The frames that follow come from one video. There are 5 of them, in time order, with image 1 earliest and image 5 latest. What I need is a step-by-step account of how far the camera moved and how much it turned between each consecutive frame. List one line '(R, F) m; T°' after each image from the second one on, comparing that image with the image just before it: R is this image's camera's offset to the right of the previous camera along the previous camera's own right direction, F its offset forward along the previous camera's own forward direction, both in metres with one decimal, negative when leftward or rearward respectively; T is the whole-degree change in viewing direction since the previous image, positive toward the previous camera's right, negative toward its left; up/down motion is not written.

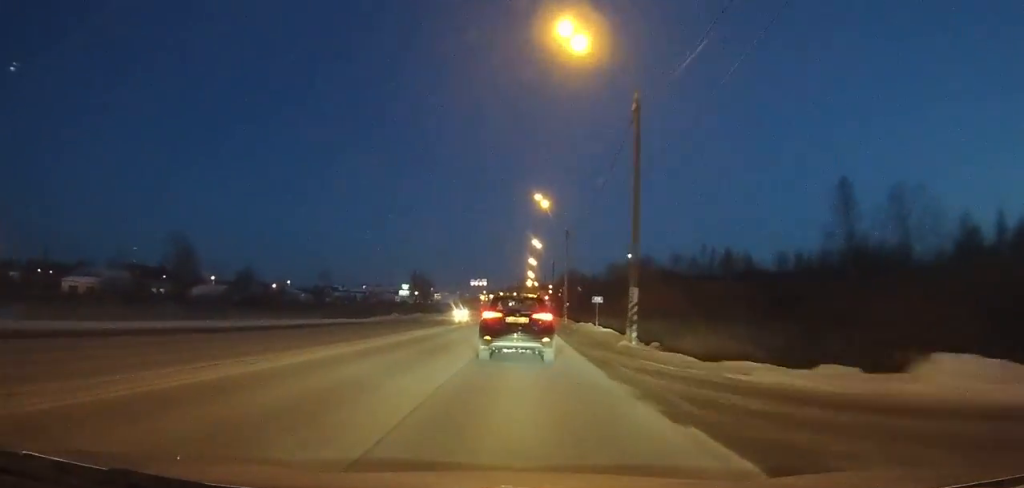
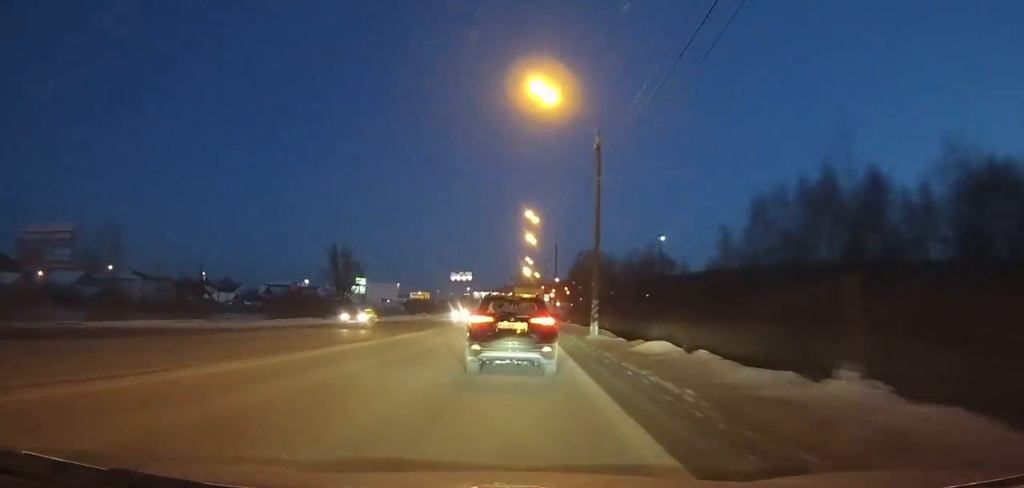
(+0.9, +93.5) m; +1°
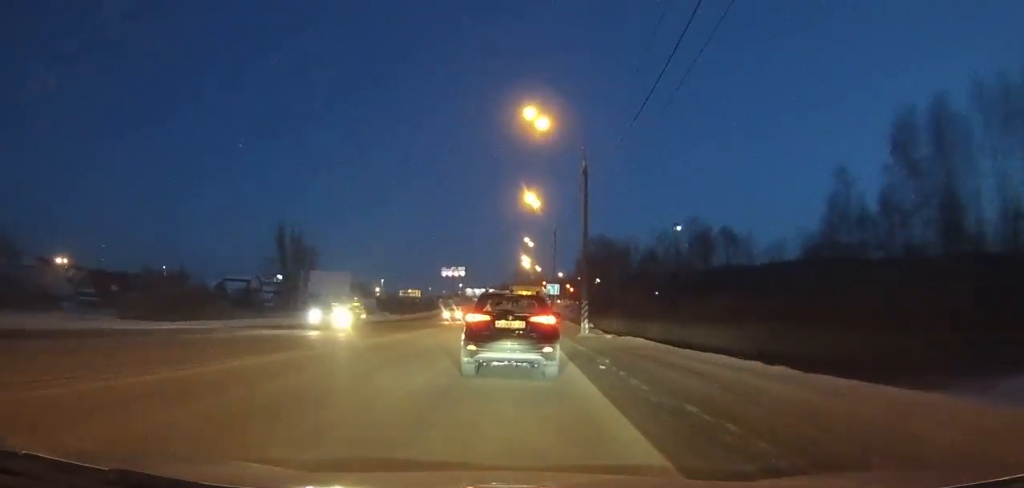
(0.0, +28.4) m; 0°
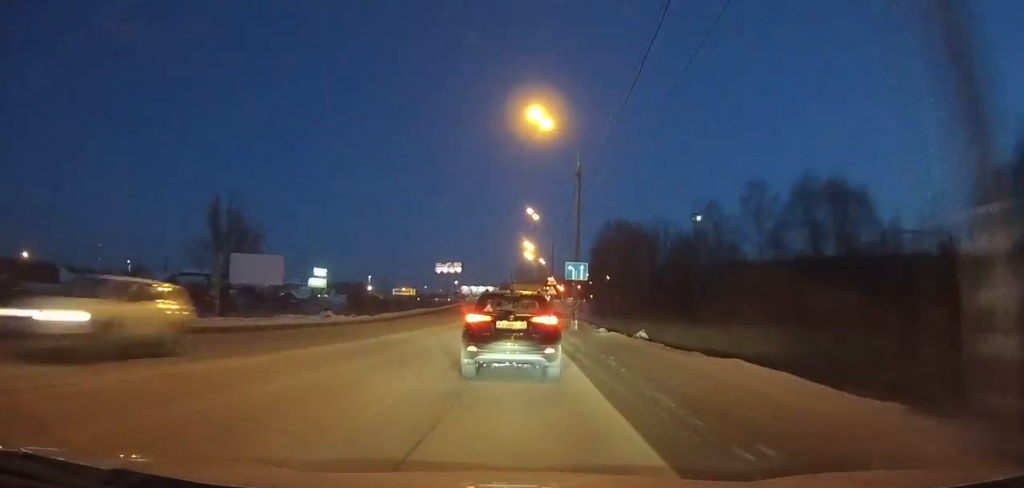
(0.0, +24.7) m; 0°
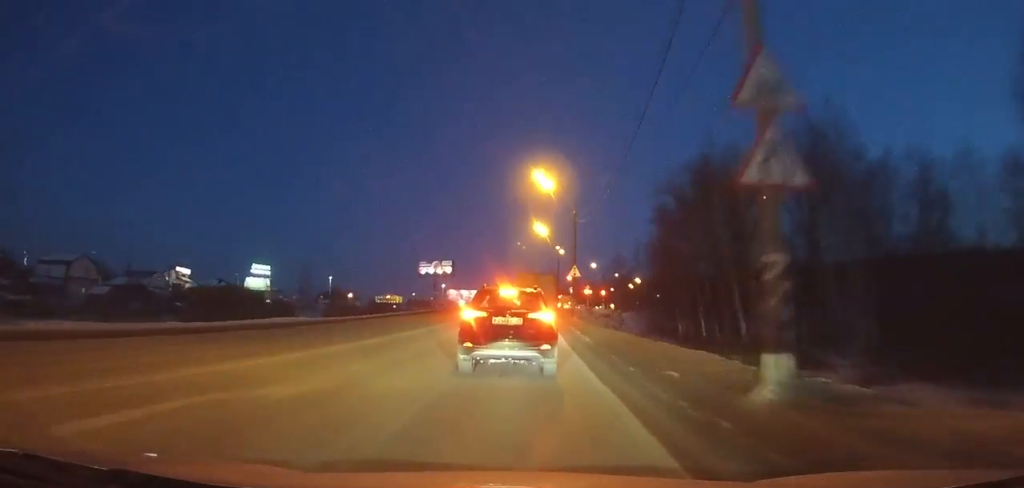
(-0.4, +48.3) m; 0°
